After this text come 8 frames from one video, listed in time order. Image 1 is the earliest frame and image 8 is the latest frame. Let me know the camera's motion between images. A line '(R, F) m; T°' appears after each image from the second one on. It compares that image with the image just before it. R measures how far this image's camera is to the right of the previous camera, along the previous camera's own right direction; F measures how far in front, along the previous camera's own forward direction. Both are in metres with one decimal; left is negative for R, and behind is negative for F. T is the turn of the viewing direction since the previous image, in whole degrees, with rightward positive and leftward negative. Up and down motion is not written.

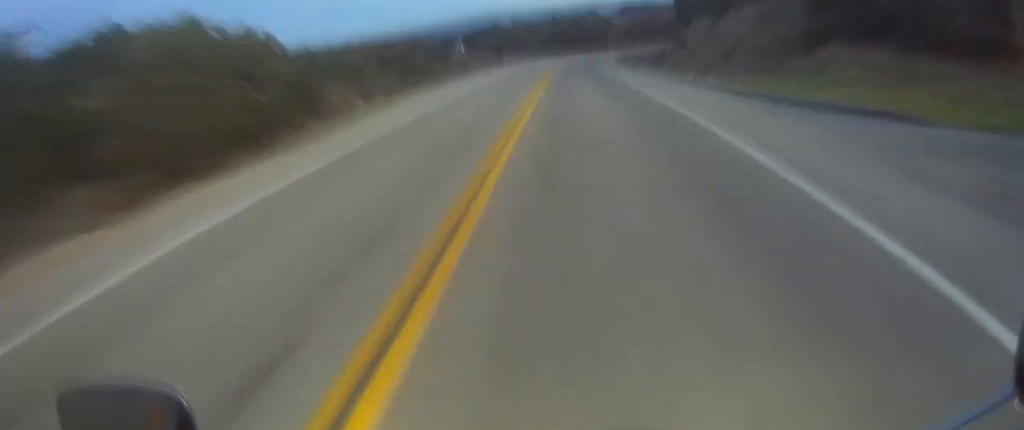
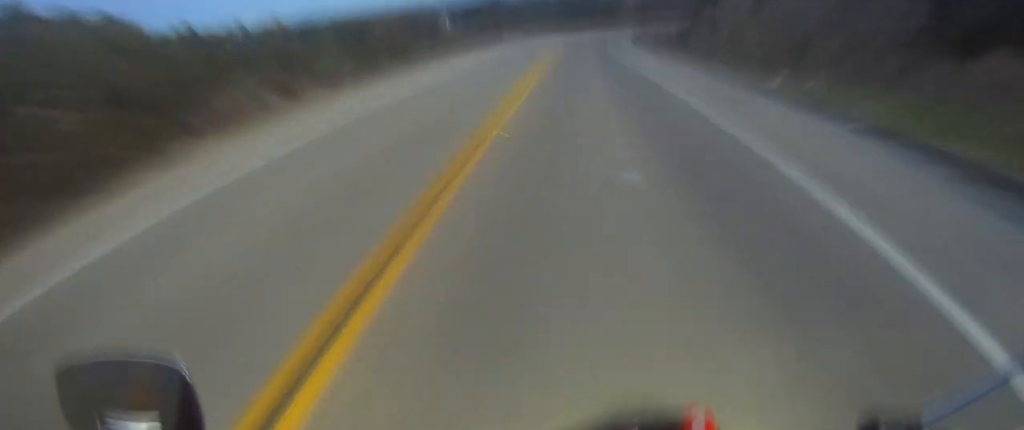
(+0.1, +11.1) m; 0°
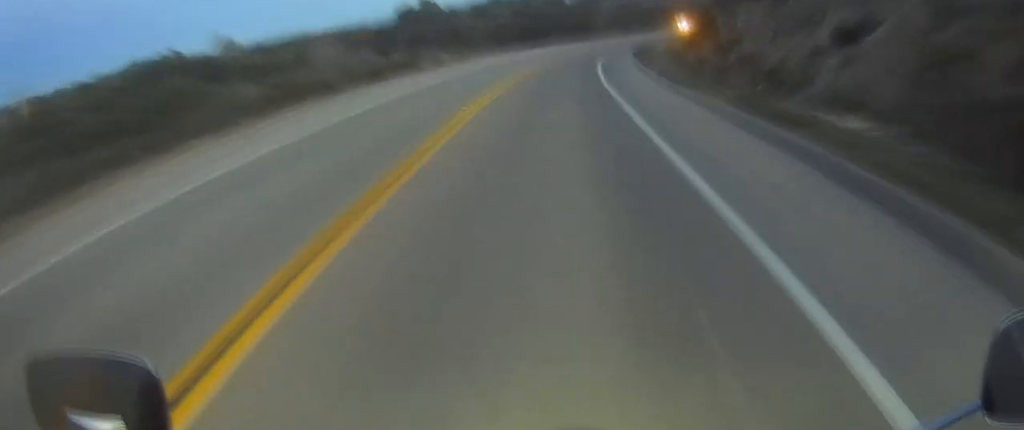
(-0.2, +30.6) m; +1°
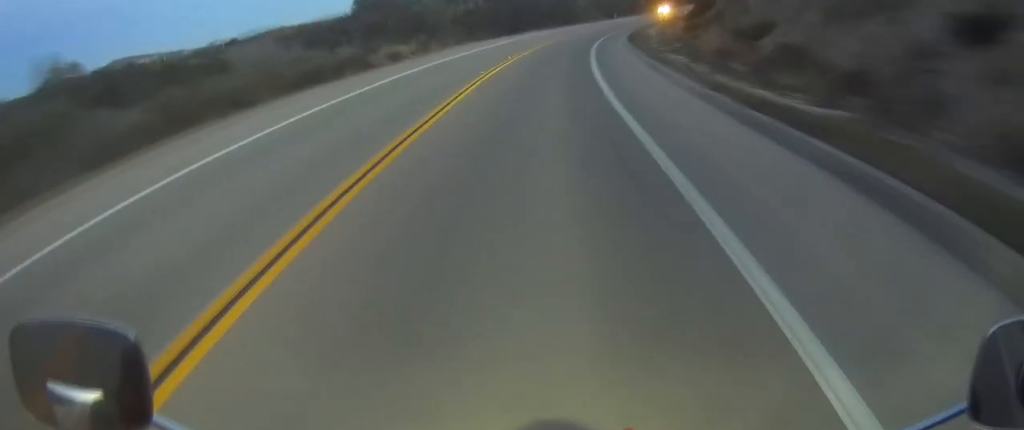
(-0.3, +8.8) m; +1°
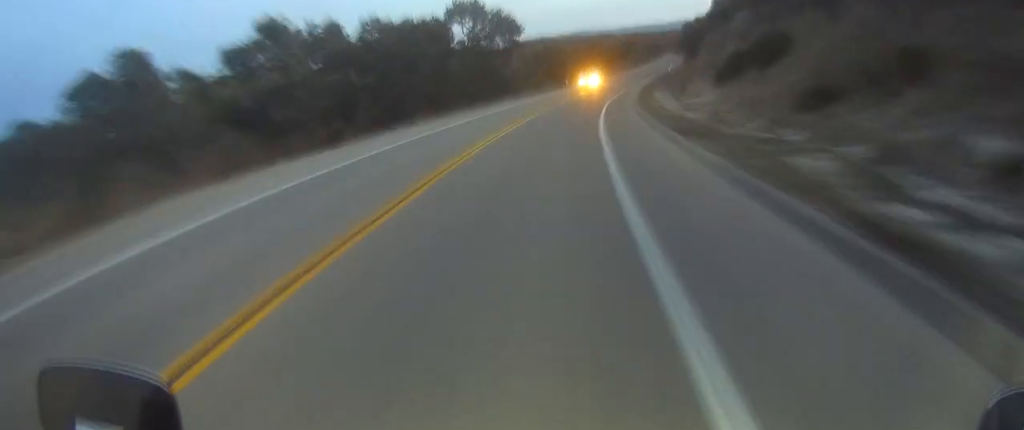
(+2.3, +36.0) m; +6°
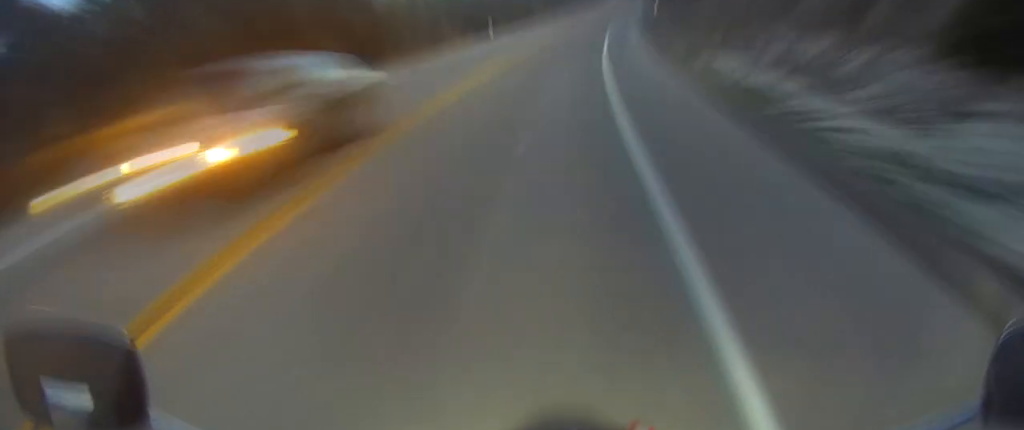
(+1.3, +31.3) m; +6°
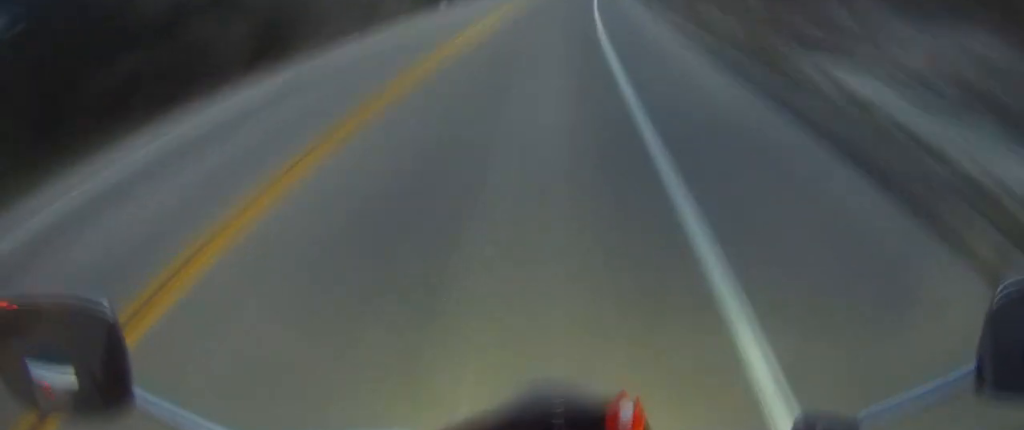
(+0.2, +9.2) m; +2°
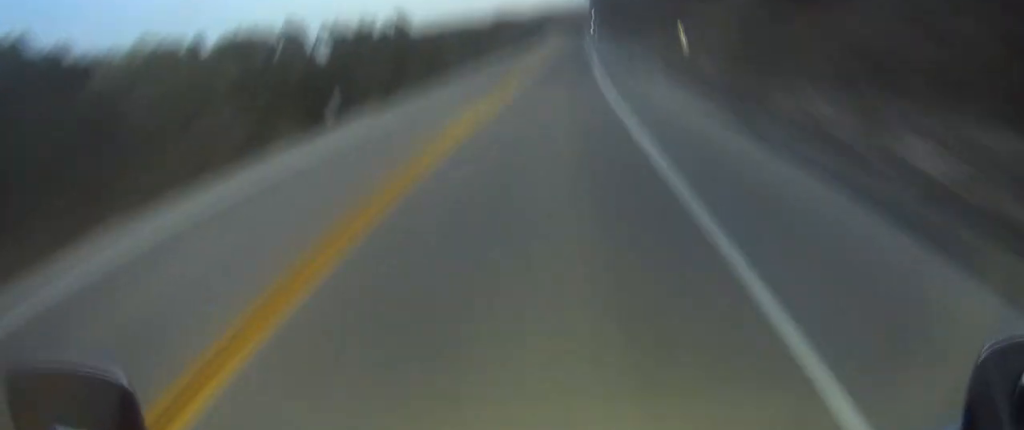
(+0.5, +19.1) m; +4°
